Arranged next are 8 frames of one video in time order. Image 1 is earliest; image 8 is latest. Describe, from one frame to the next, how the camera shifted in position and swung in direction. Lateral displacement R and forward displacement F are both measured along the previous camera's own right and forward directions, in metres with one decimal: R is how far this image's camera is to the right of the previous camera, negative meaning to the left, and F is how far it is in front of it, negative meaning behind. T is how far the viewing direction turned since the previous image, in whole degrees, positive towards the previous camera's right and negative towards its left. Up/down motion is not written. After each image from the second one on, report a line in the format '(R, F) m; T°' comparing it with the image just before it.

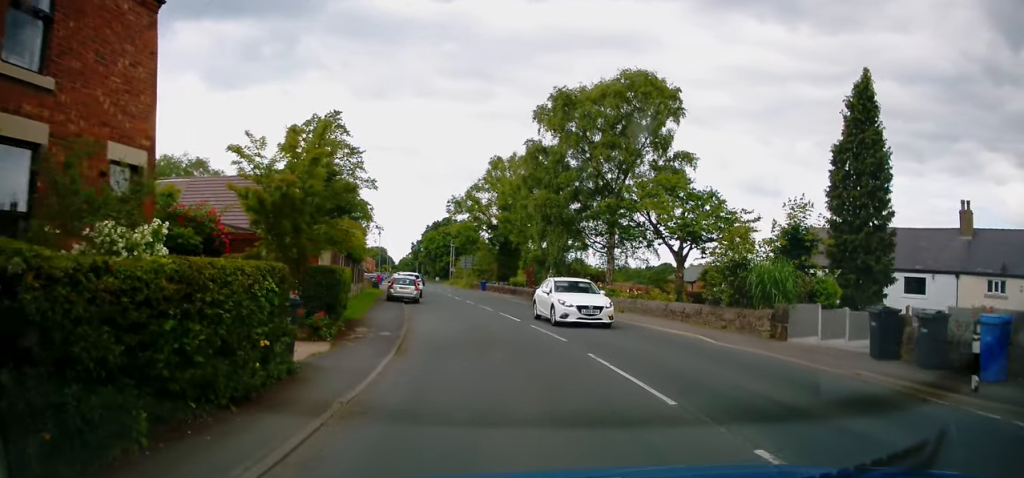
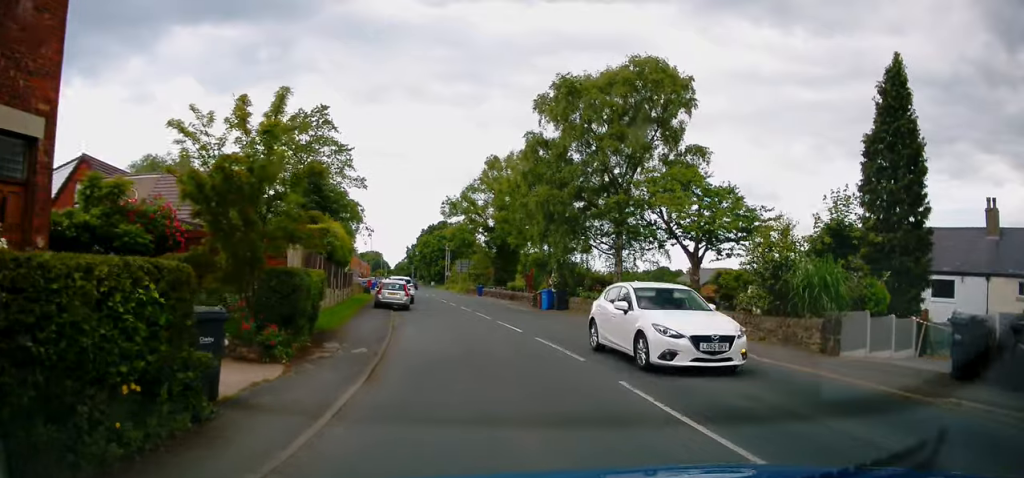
(0.0, +2.6) m; +1°
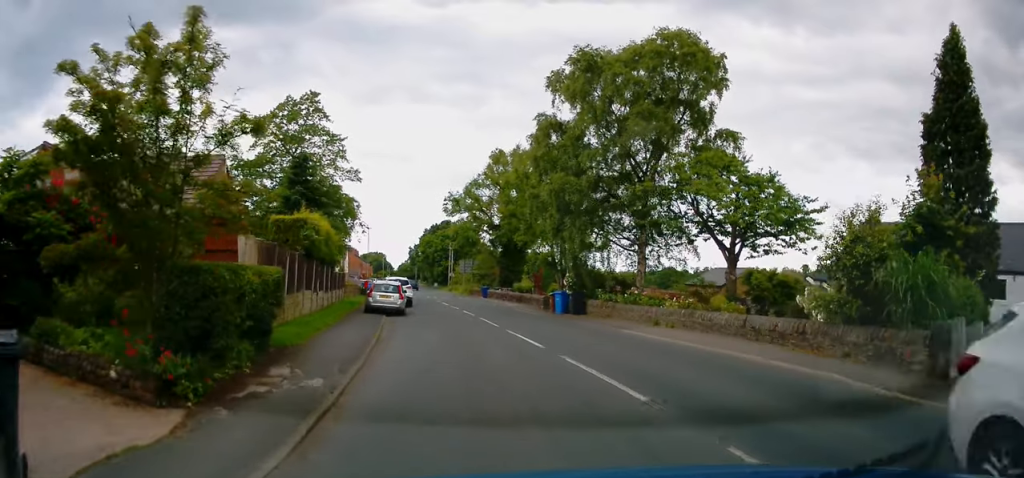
(+0.1, +3.7) m; -1°
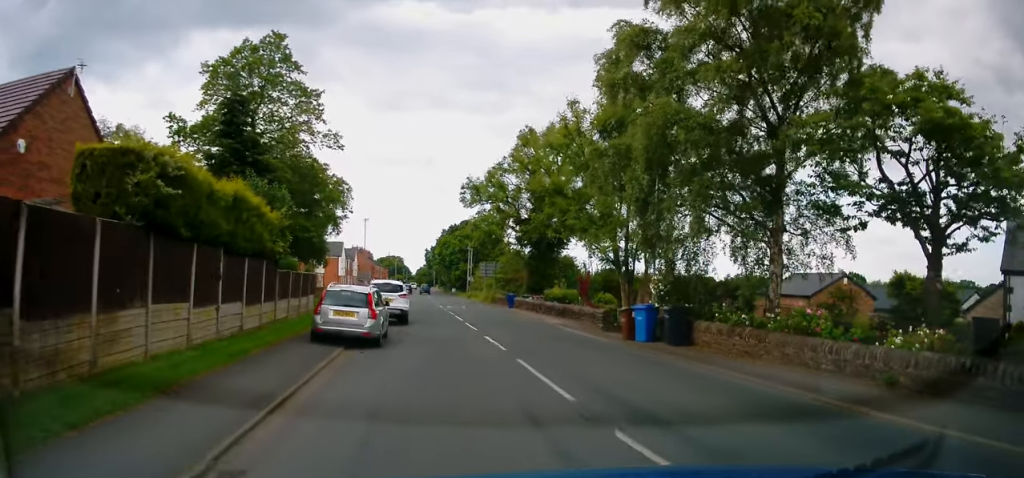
(-0.3, +10.4) m; -1°
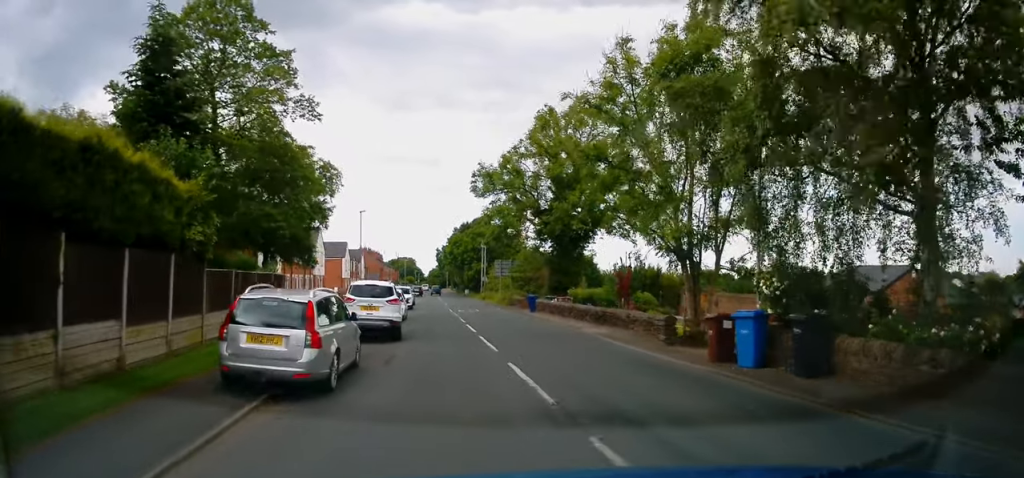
(+0.2, +6.1) m; -1°
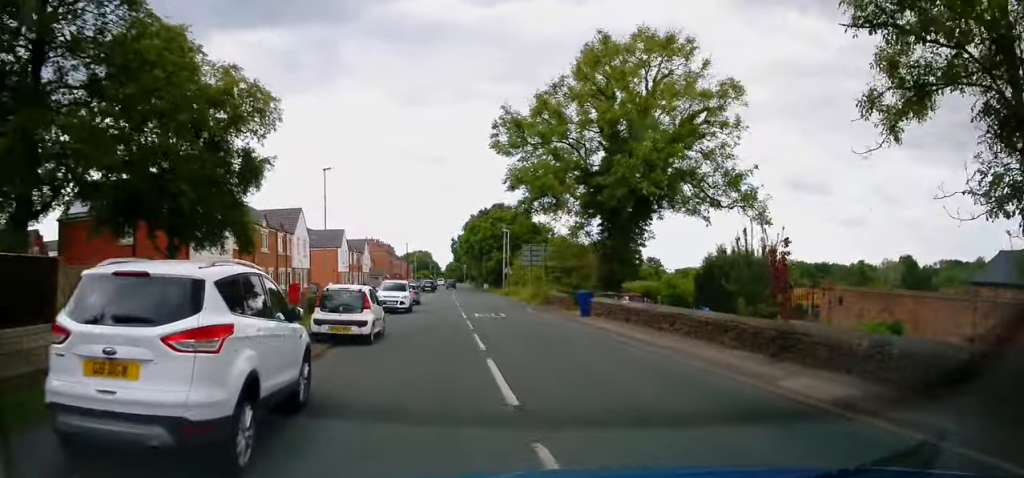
(-0.3, +12.3) m; -3°
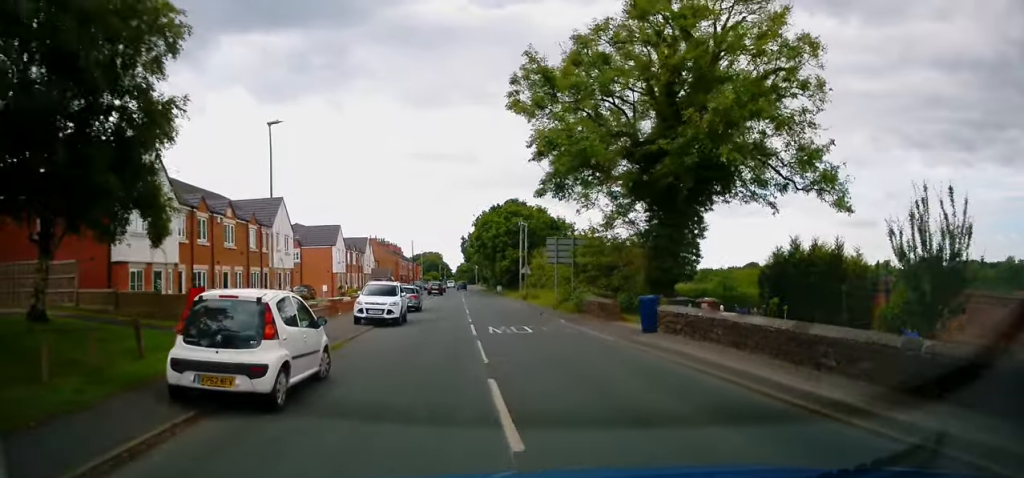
(-0.1, +7.9) m; -1°
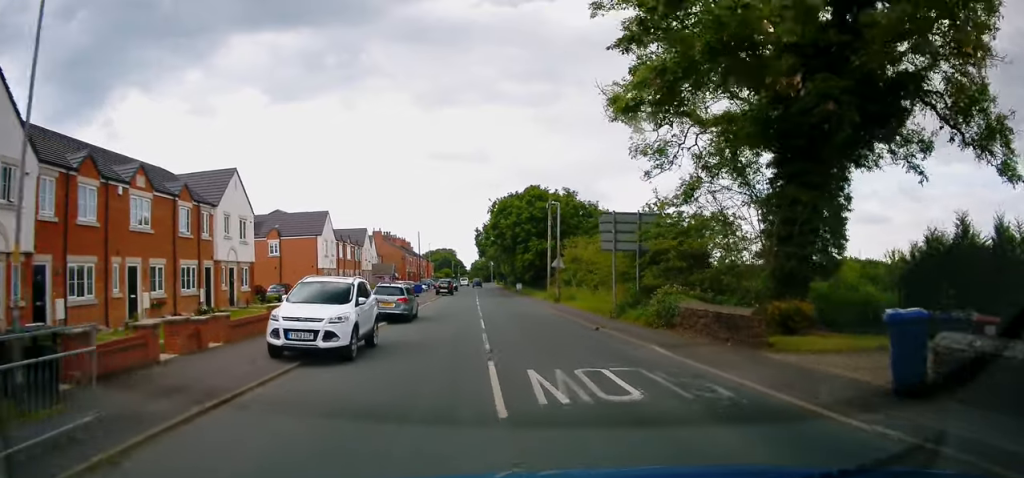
(-0.1, +10.6) m; -1°
